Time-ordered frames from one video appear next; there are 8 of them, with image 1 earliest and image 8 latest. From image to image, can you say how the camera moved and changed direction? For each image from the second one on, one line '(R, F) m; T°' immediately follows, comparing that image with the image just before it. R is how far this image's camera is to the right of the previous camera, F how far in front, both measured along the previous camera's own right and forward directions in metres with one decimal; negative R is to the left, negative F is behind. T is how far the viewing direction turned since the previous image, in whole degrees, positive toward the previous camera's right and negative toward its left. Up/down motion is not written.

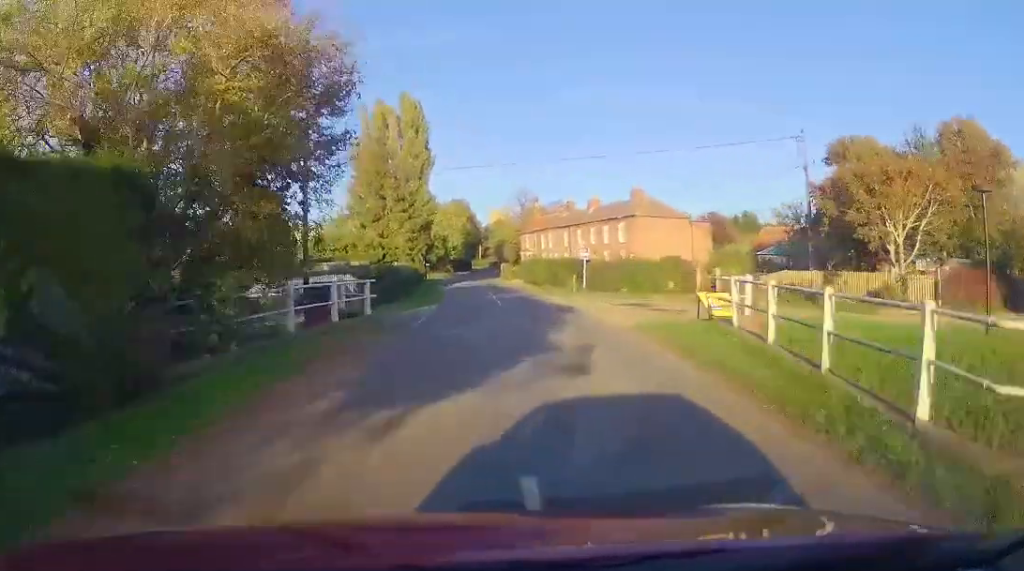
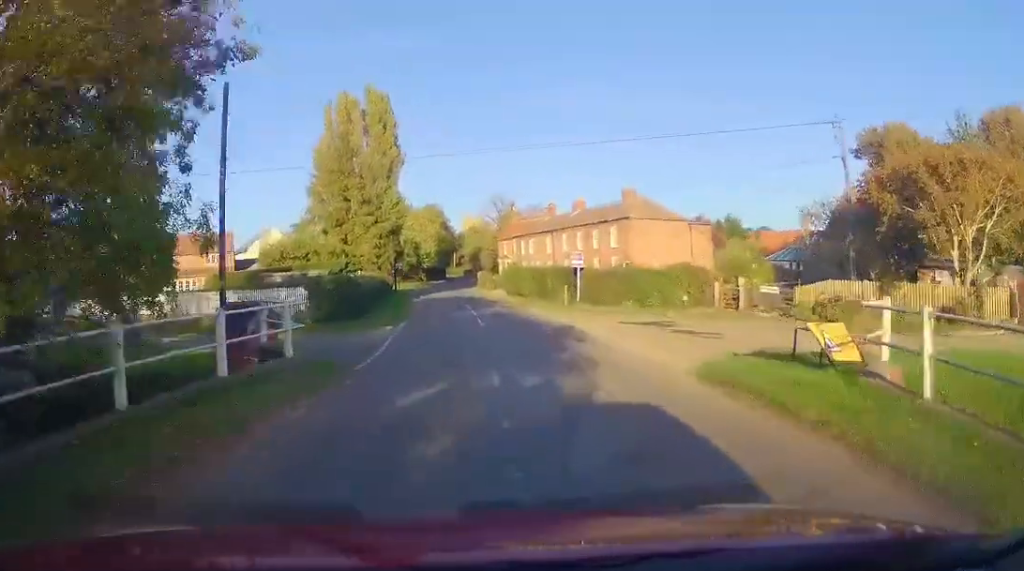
(+0.2, +5.9) m; +1°
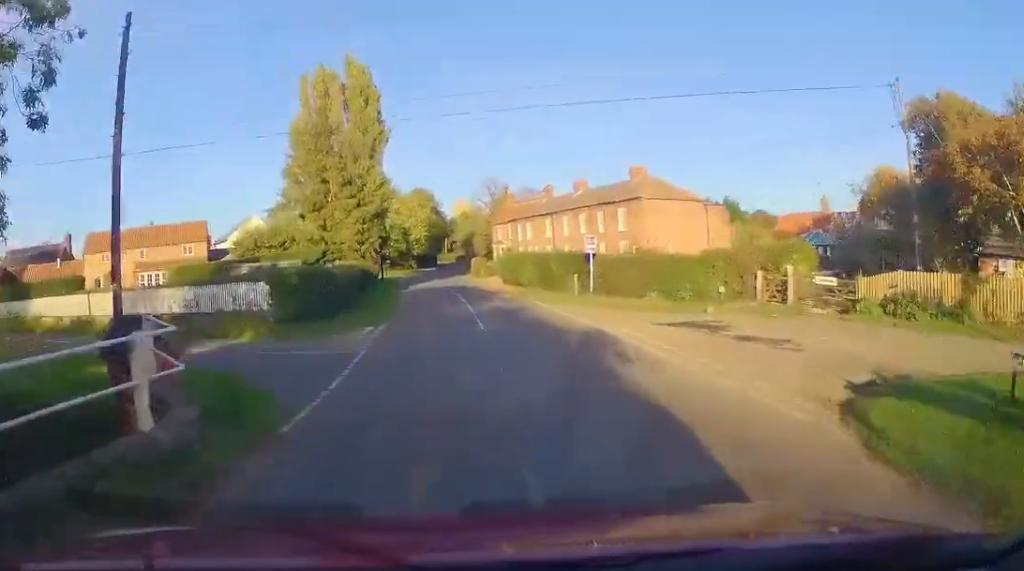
(0.0, +5.2) m; -1°
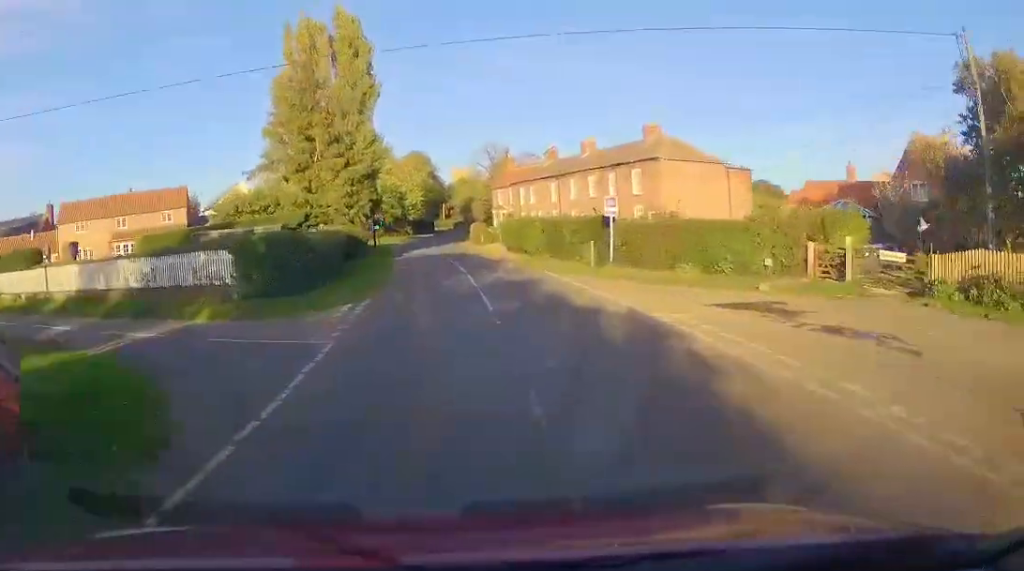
(0.0, +4.2) m; -1°
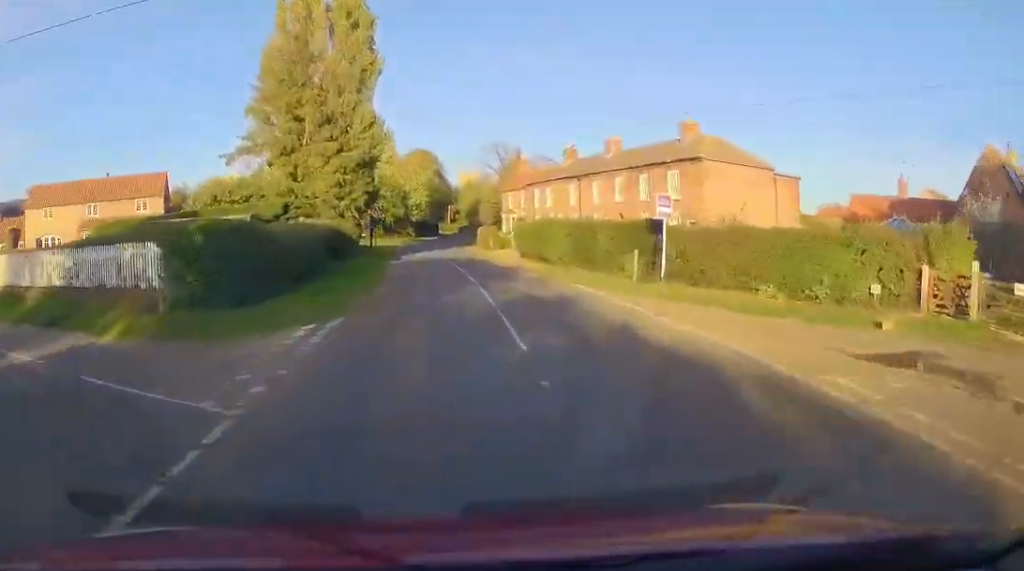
(-0.1, +6.0) m; -1°
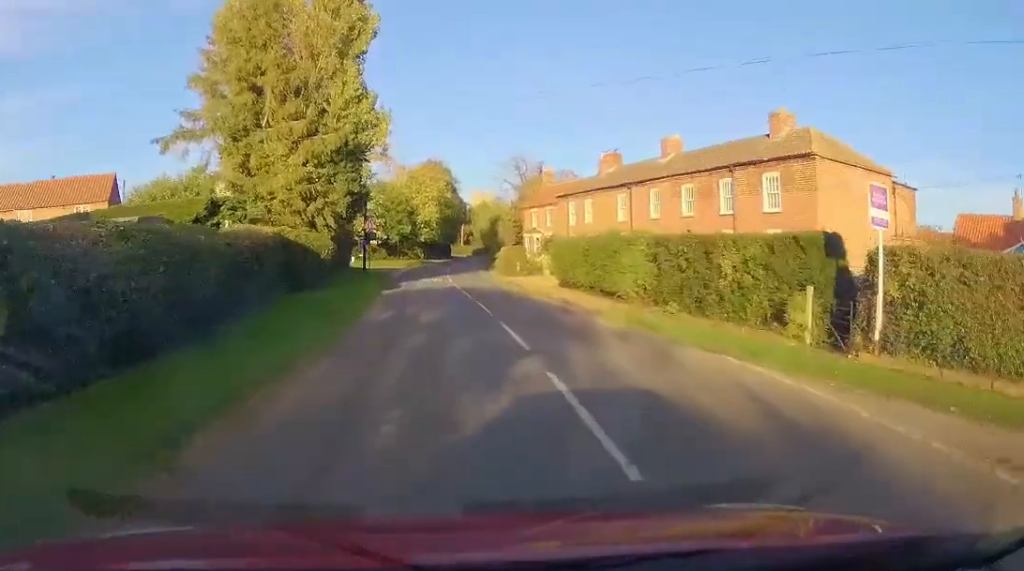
(-0.2, +10.7) m; -1°
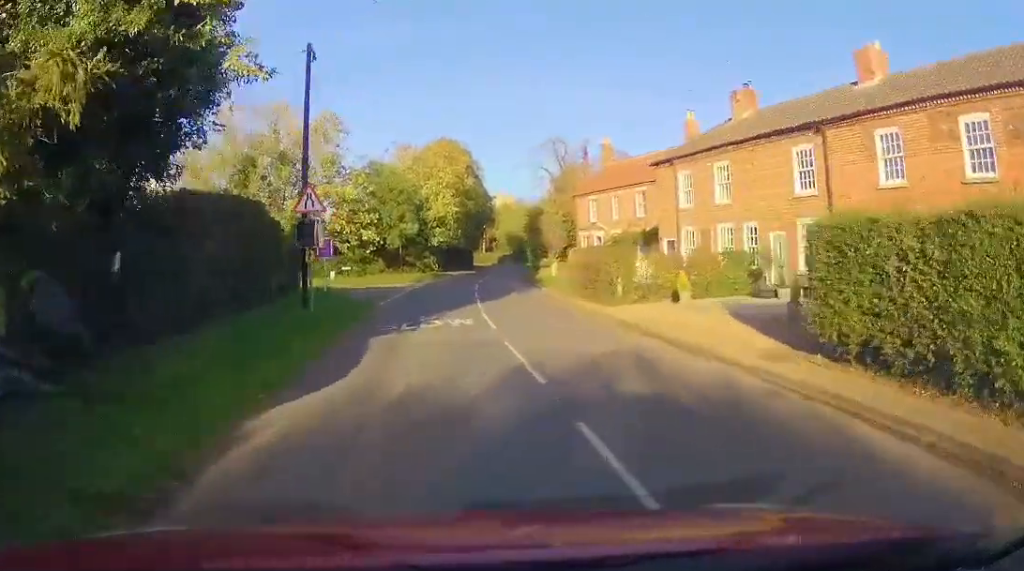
(-0.5, +19.8) m; 0°
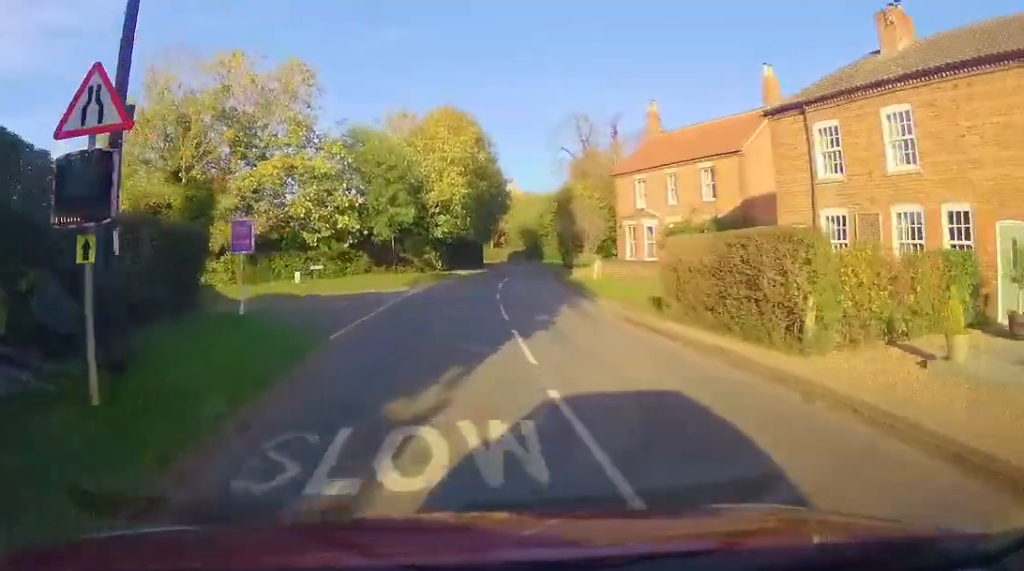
(+0.7, +10.9) m; +2°
